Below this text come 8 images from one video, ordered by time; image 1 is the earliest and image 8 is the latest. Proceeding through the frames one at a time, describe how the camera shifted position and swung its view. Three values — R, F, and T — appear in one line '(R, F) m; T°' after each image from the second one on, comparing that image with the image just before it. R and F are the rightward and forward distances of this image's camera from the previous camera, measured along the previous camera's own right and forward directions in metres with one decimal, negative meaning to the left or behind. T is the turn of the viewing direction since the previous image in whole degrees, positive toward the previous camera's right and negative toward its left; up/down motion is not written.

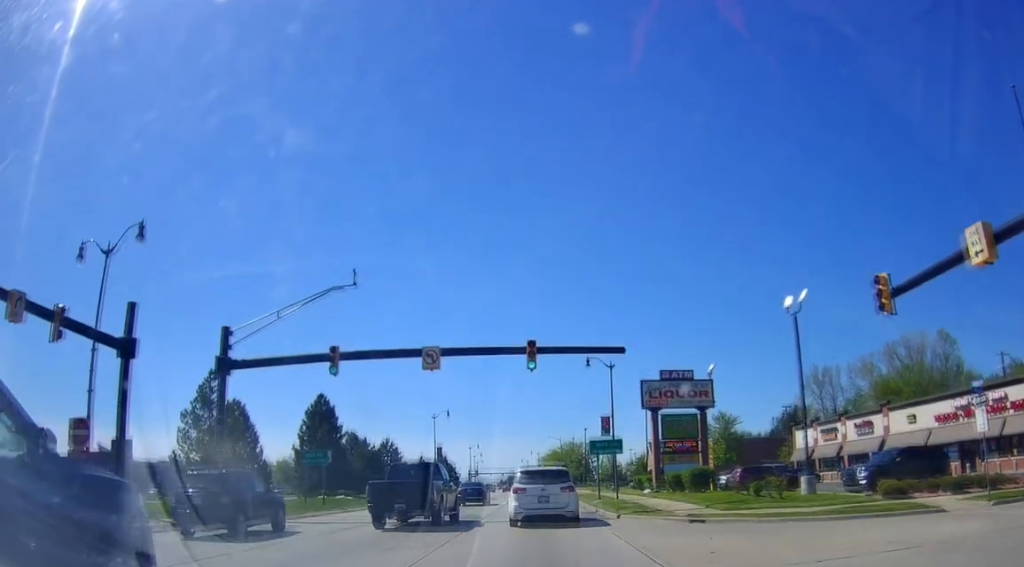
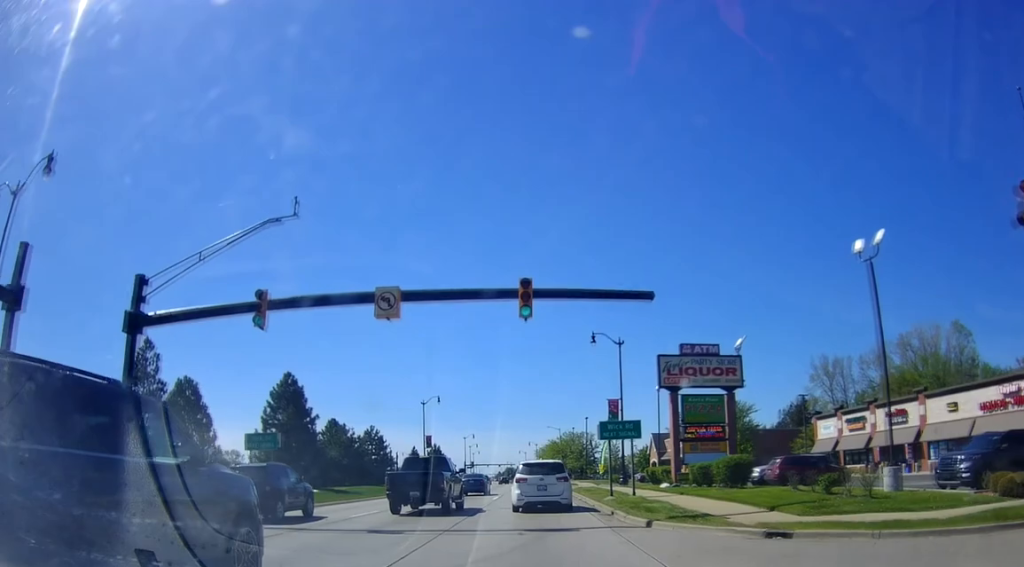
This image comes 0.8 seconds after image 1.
(+0.6, +7.4) m; 0°
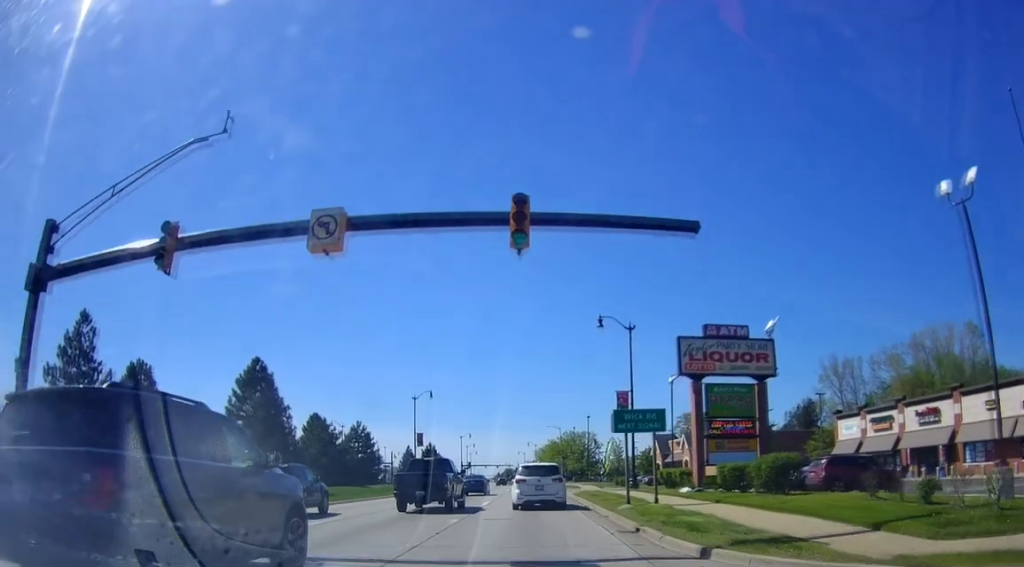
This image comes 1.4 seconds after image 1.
(-0.3, +5.9) m; -1°
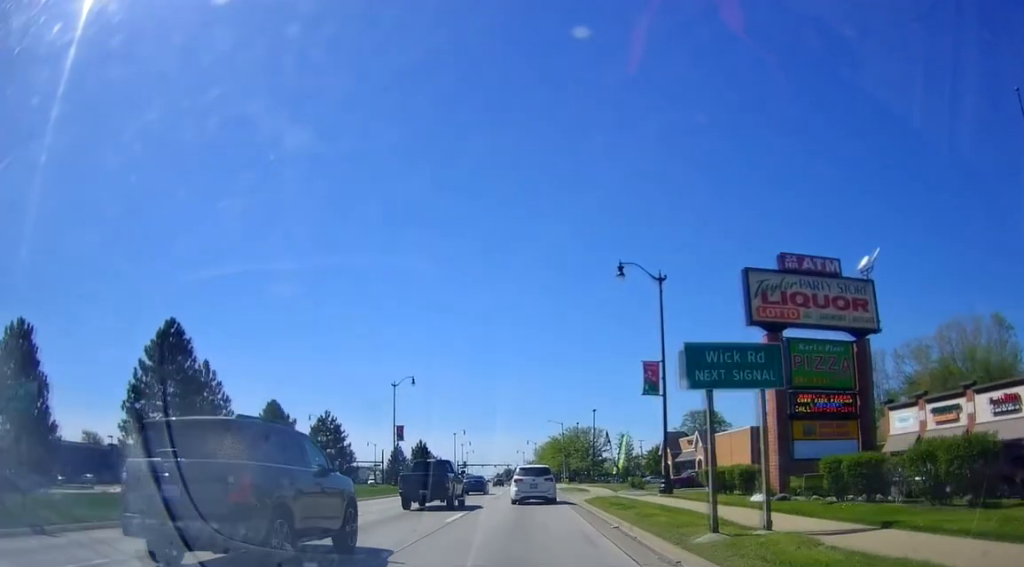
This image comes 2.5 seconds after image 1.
(-0.2, +11.3) m; -1°
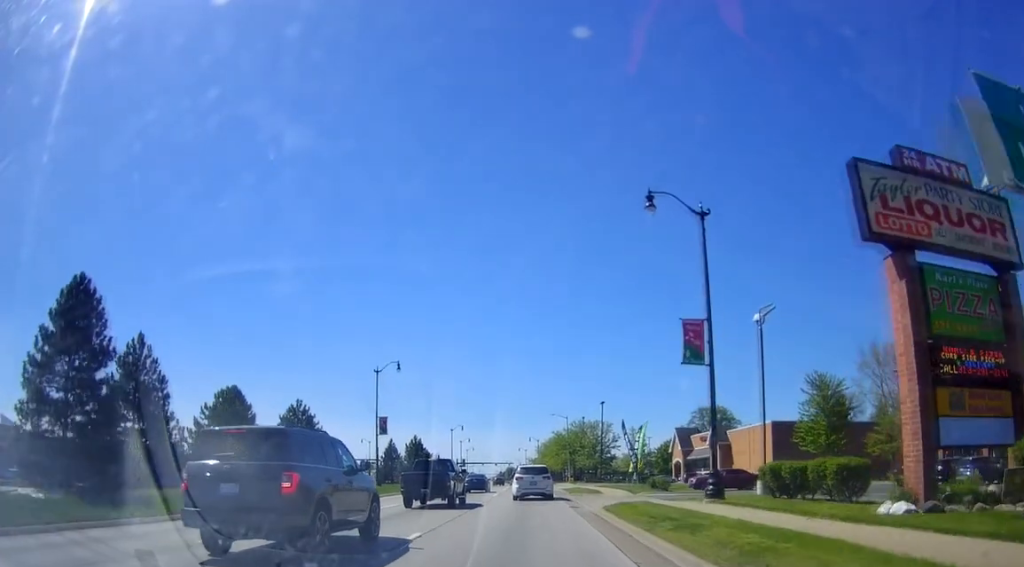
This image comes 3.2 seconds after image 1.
(0.0, +8.3) m; 0°
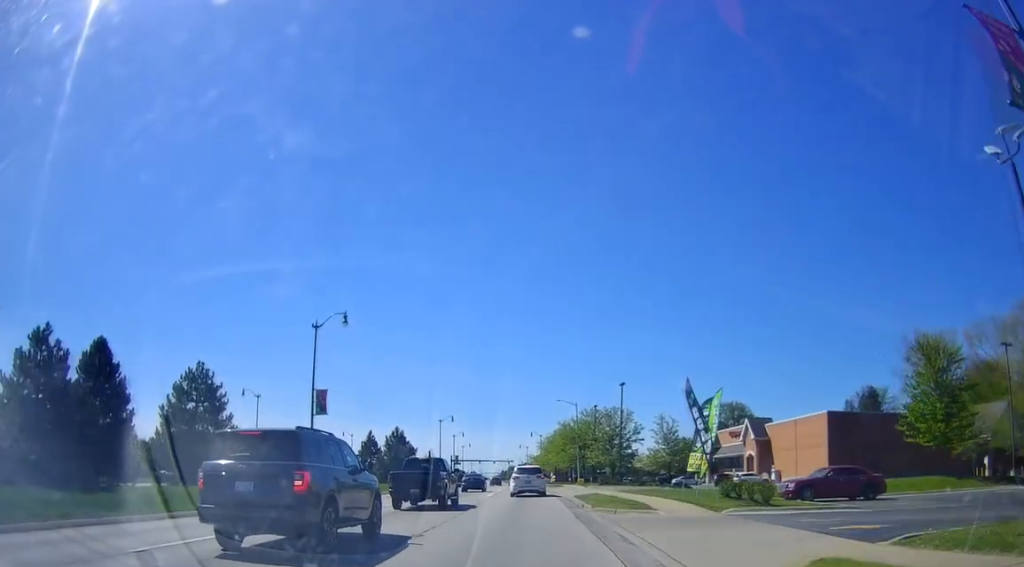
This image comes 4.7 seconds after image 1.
(+0.4, +17.3) m; +1°
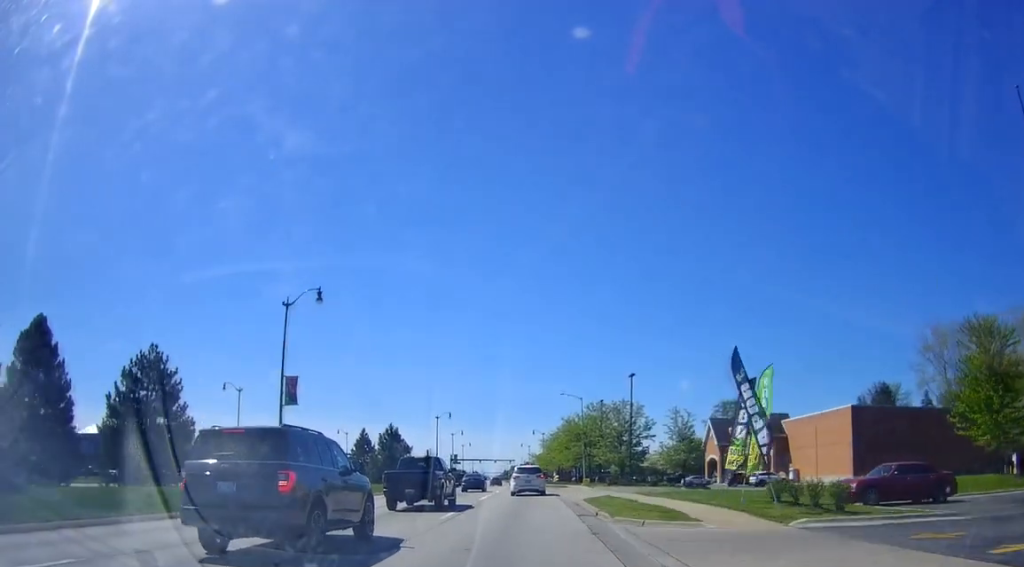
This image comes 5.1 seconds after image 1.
(+0.1, +5.4) m; 0°
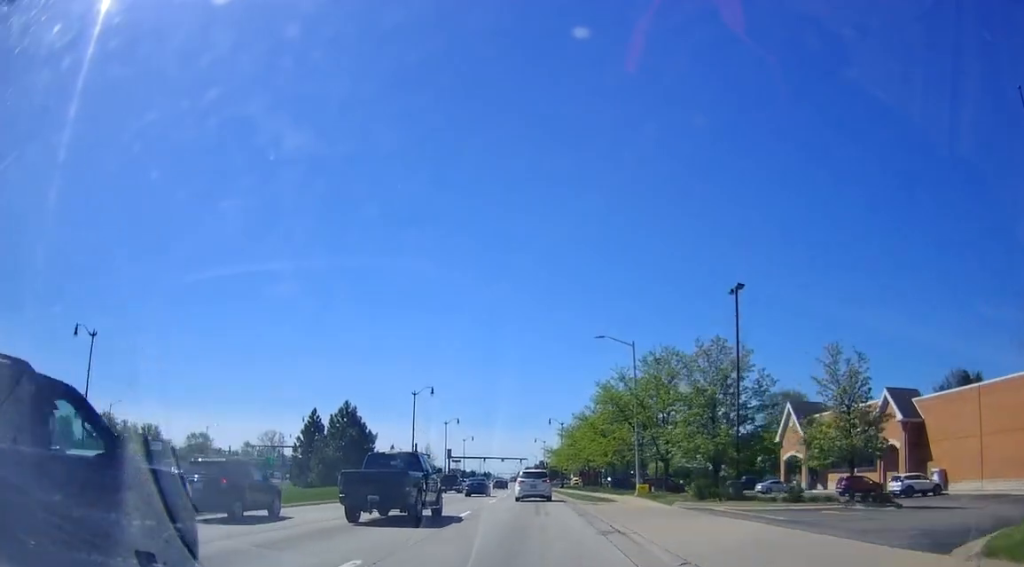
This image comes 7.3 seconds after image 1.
(-0.9, +28.4) m; -2°
